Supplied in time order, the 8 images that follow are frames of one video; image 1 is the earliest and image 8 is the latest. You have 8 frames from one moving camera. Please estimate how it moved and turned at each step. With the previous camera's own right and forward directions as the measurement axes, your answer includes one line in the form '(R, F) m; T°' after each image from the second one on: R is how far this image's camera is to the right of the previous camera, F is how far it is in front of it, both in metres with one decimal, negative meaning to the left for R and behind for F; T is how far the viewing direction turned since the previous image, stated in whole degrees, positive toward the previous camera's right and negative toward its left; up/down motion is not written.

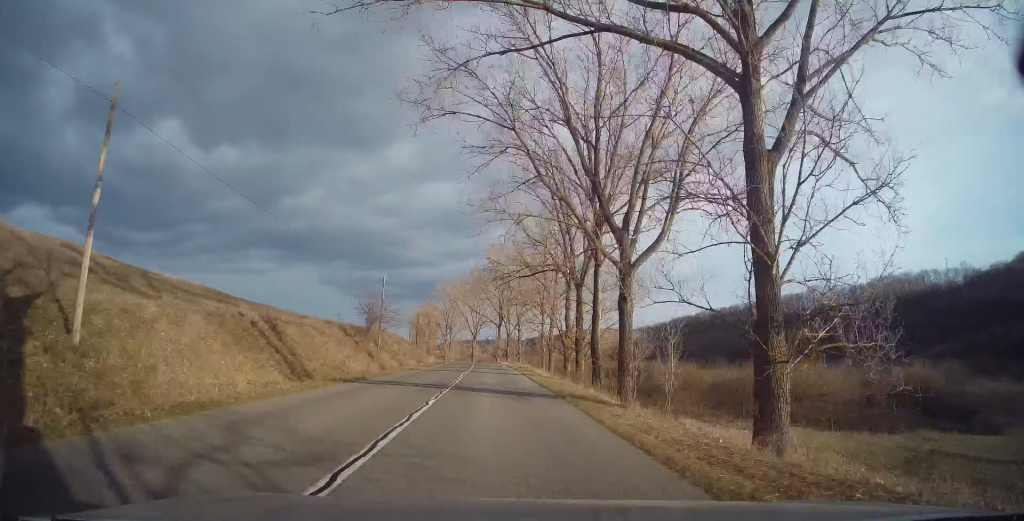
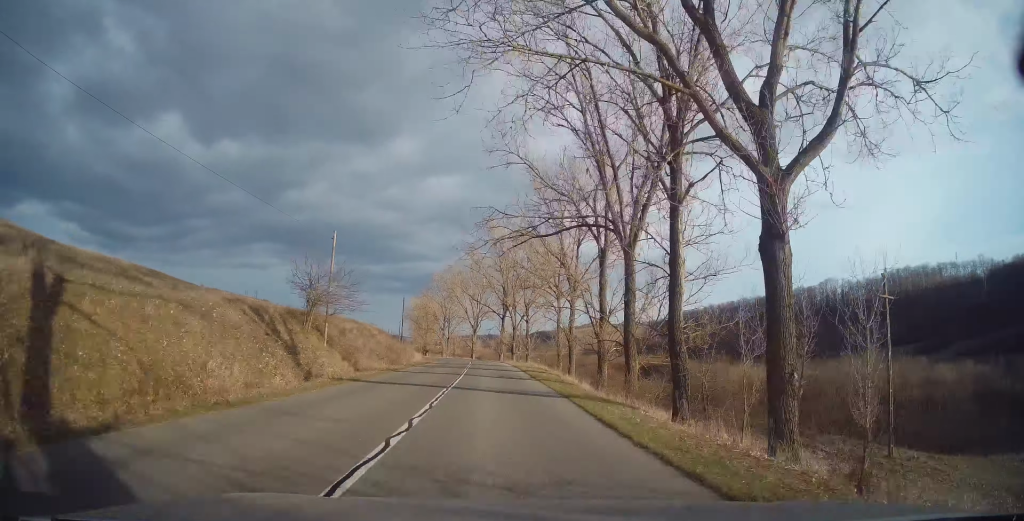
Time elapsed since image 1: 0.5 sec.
(0.0, +14.6) m; -1°
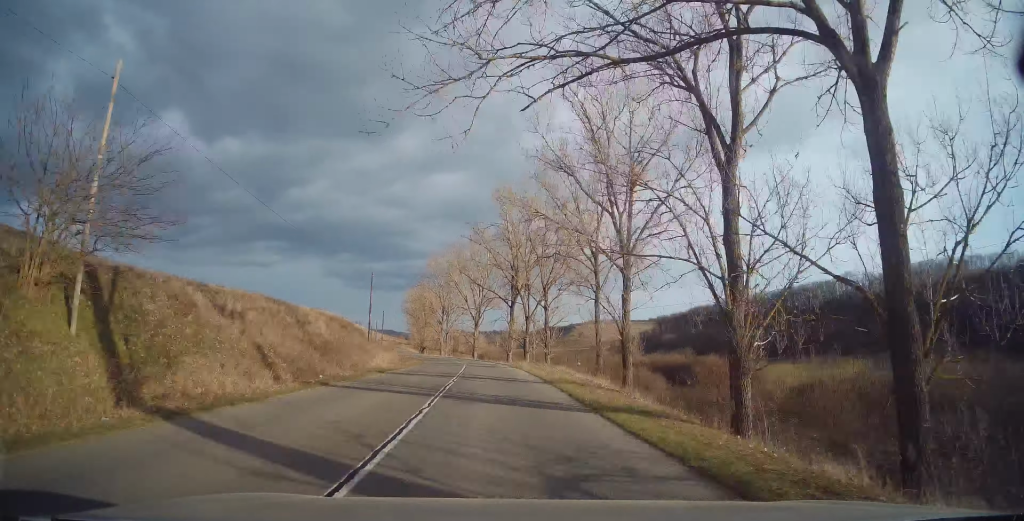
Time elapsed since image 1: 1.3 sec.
(-0.1, +20.1) m; -1°
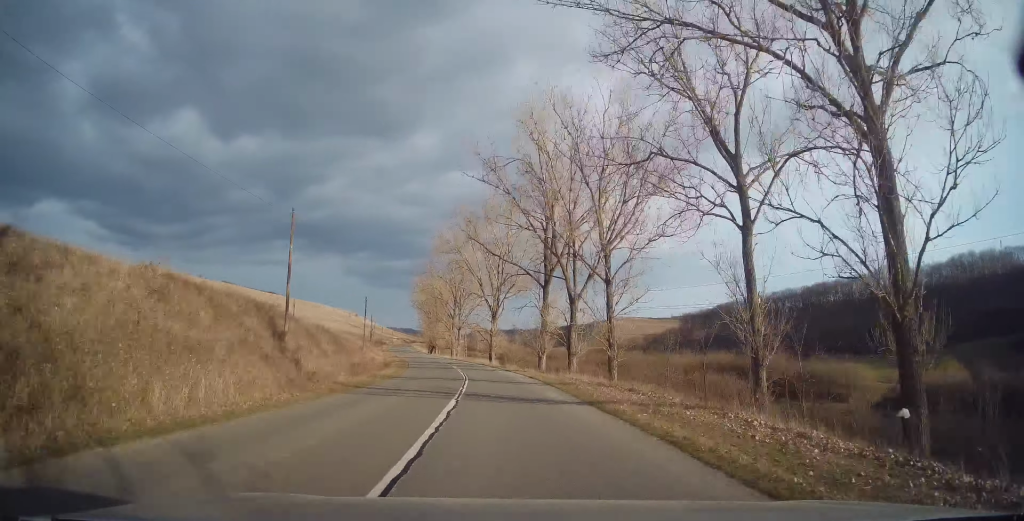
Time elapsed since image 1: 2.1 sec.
(-0.3, +21.3) m; -2°
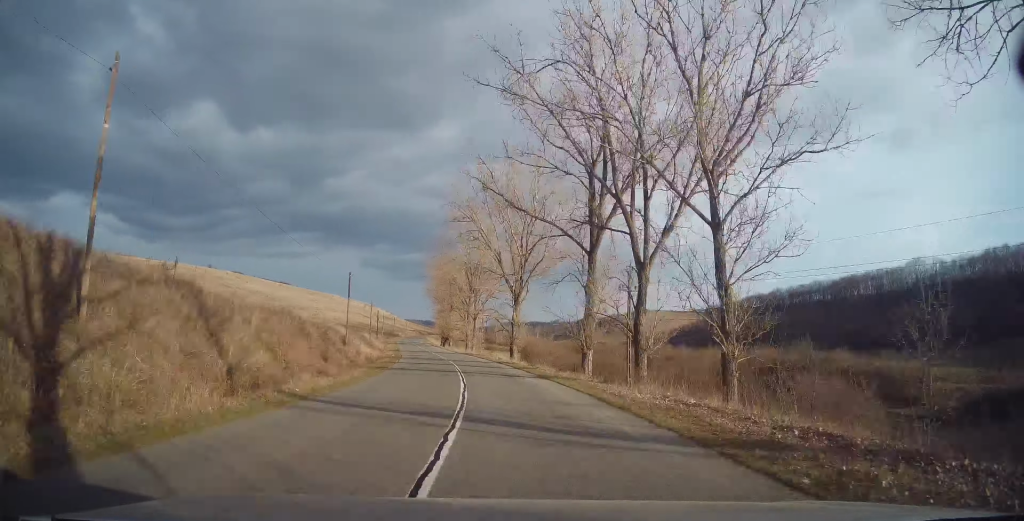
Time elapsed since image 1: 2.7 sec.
(-0.2, +14.1) m; -2°
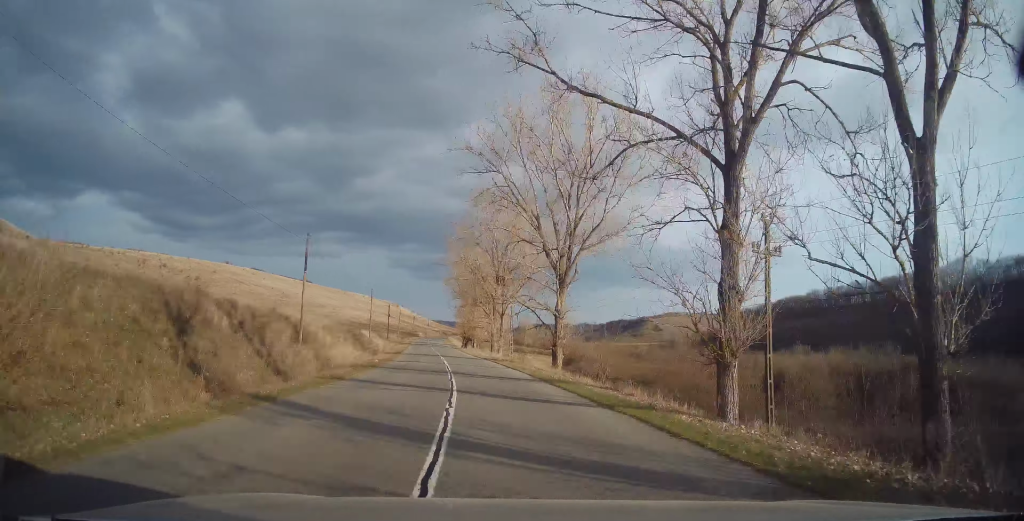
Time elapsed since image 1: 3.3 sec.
(-0.3, +16.3) m; -3°
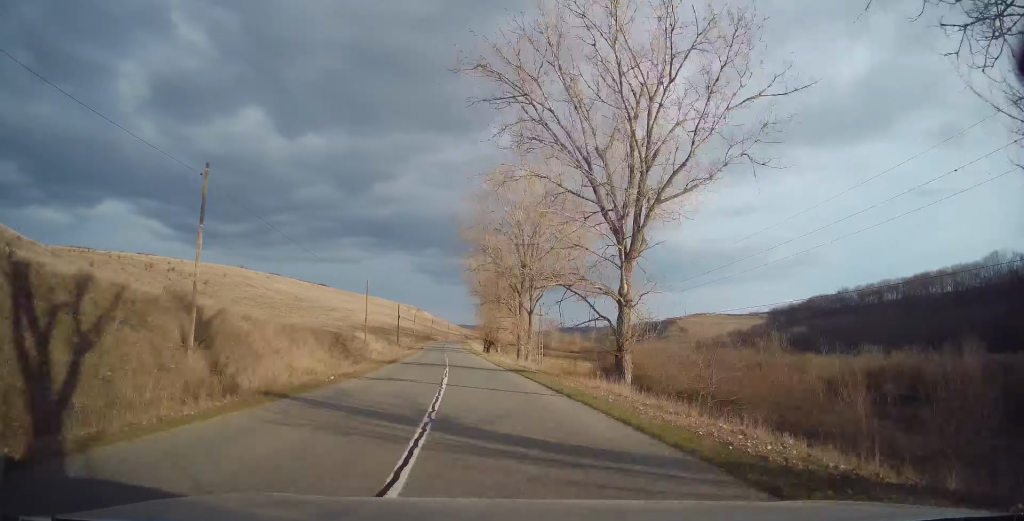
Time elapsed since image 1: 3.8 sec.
(-0.2, +12.5) m; -2°
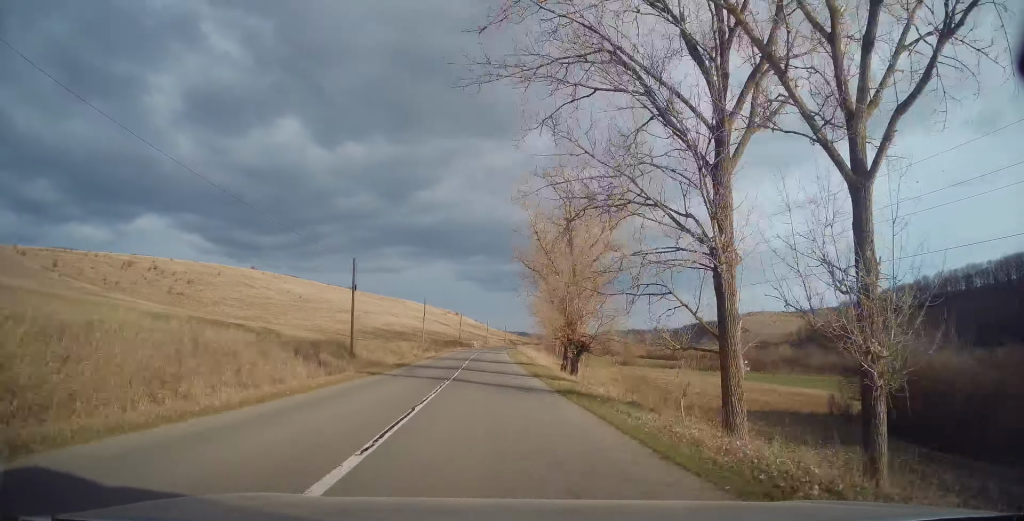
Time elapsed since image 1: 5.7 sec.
(-2.5, +50.4) m; -3°
